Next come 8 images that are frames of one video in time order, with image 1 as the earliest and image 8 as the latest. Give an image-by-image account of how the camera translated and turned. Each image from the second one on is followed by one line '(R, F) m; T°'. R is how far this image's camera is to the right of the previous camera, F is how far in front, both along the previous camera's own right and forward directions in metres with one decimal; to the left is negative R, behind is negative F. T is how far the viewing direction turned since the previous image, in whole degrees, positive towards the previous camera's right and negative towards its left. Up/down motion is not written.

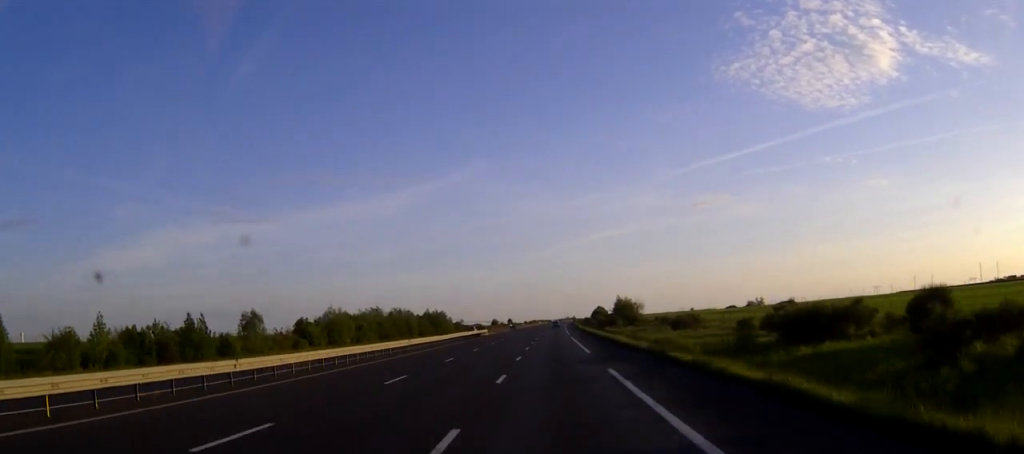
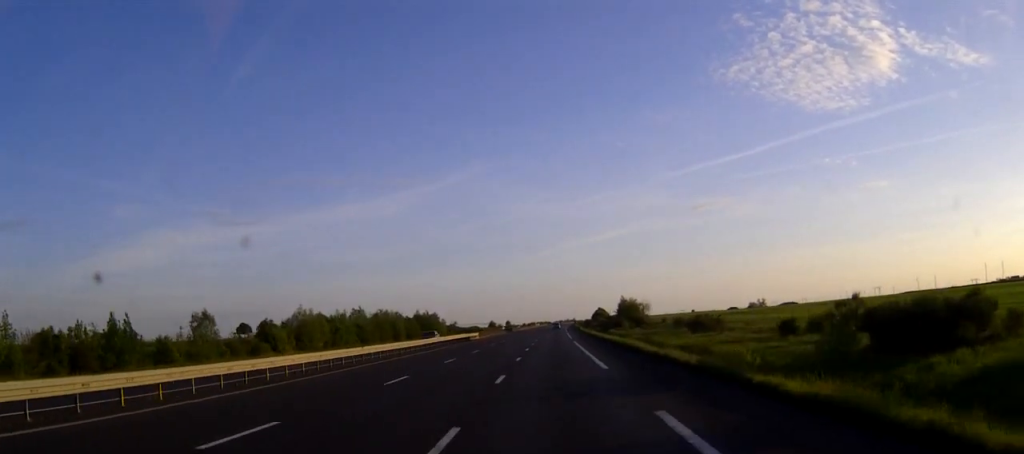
(0.0, +12.7) m; 0°
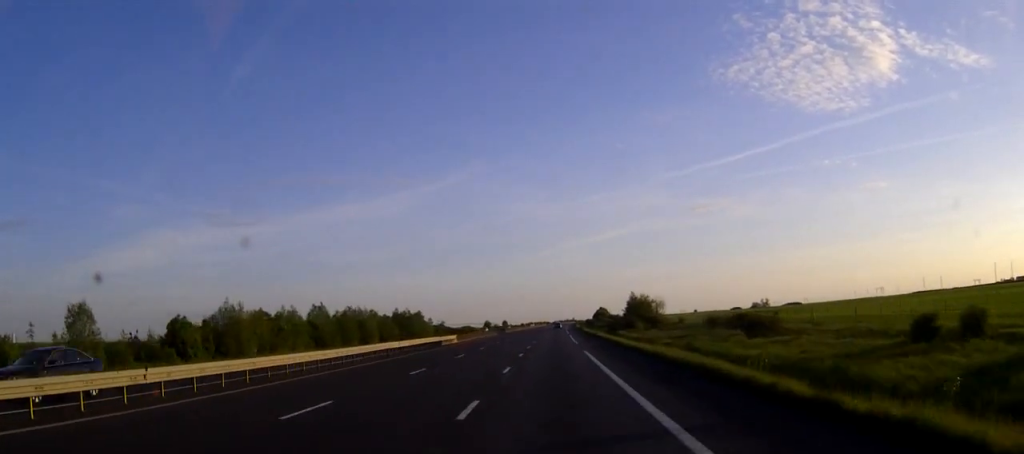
(0.0, +21.8) m; 0°
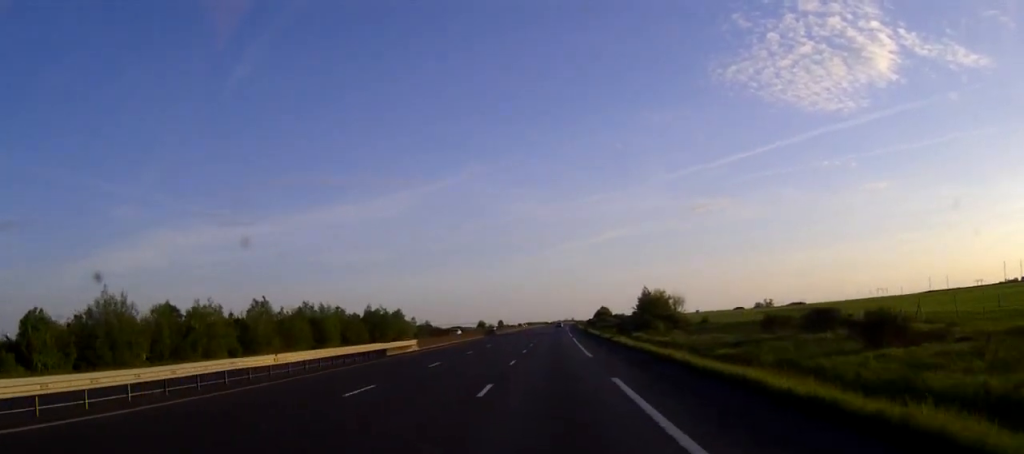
(0.0, +21.7) m; 0°
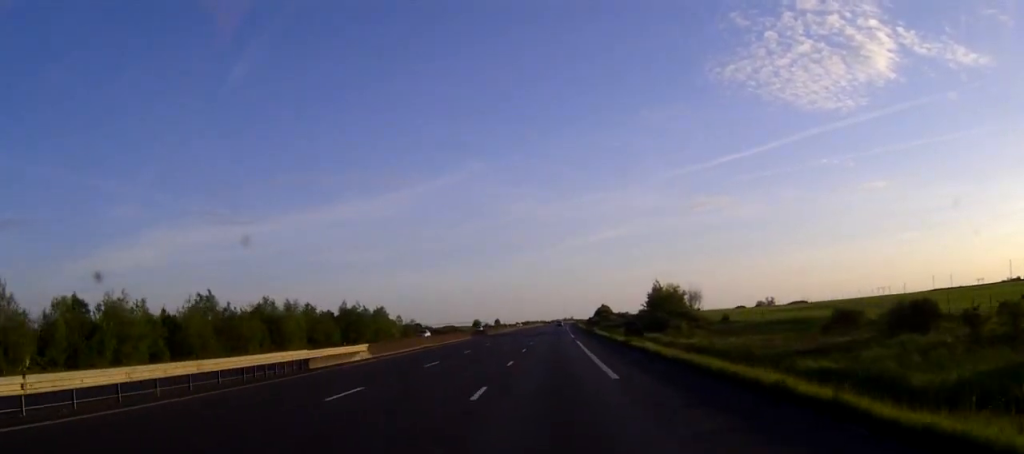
(0.0, +14.5) m; 0°
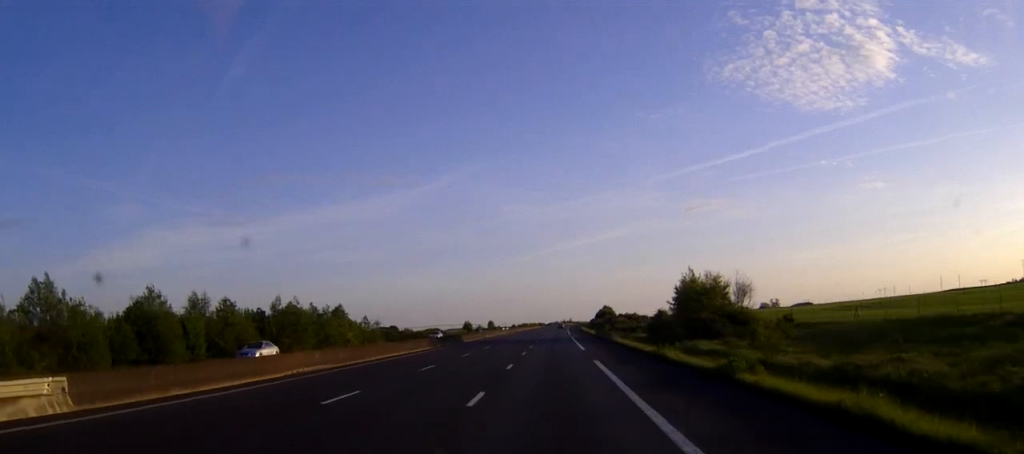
(0.0, +27.1) m; 0°
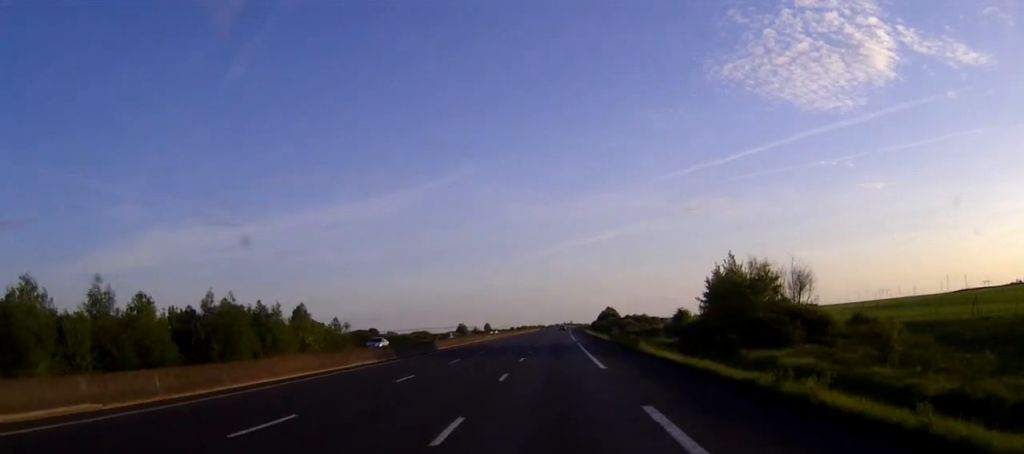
(0.0, +18.1) m; 0°
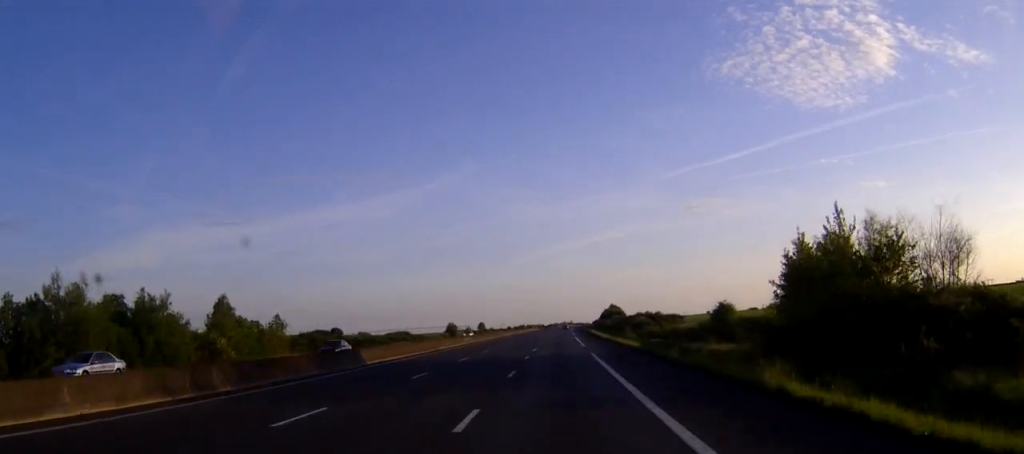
(0.0, +24.4) m; 0°
